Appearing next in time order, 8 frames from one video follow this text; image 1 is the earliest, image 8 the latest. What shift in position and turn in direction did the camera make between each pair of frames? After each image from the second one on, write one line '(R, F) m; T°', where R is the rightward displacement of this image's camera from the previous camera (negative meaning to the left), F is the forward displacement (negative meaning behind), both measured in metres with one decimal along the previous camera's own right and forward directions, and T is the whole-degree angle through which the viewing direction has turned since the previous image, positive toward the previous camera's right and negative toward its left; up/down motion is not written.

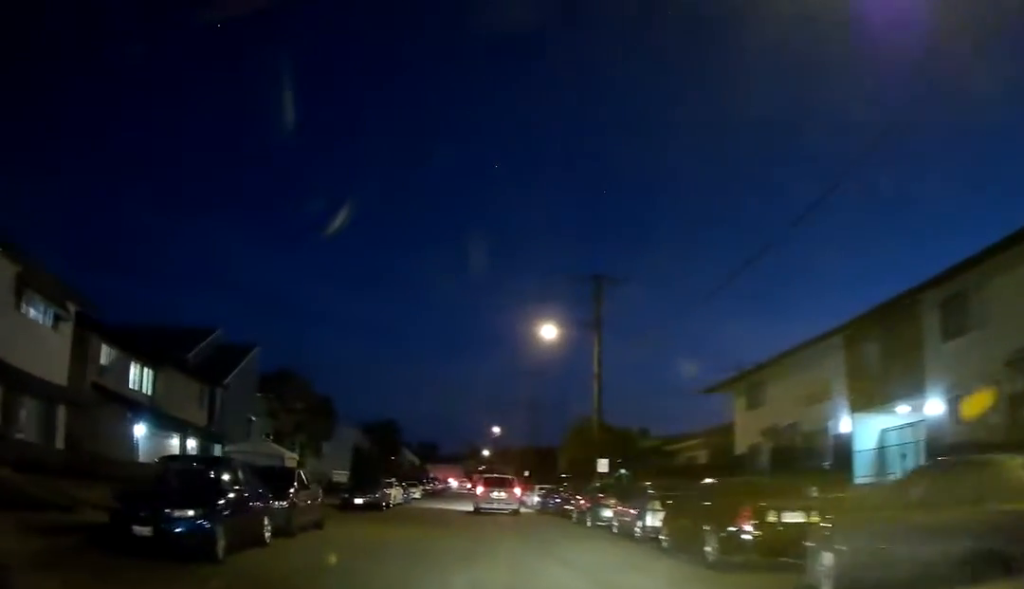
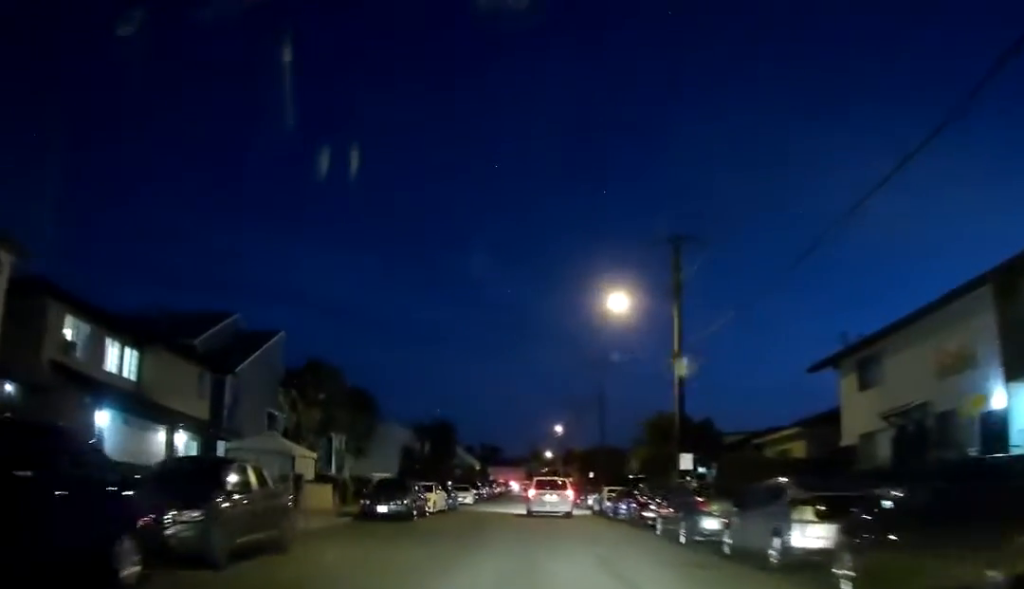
(-0.1, +6.8) m; -5°
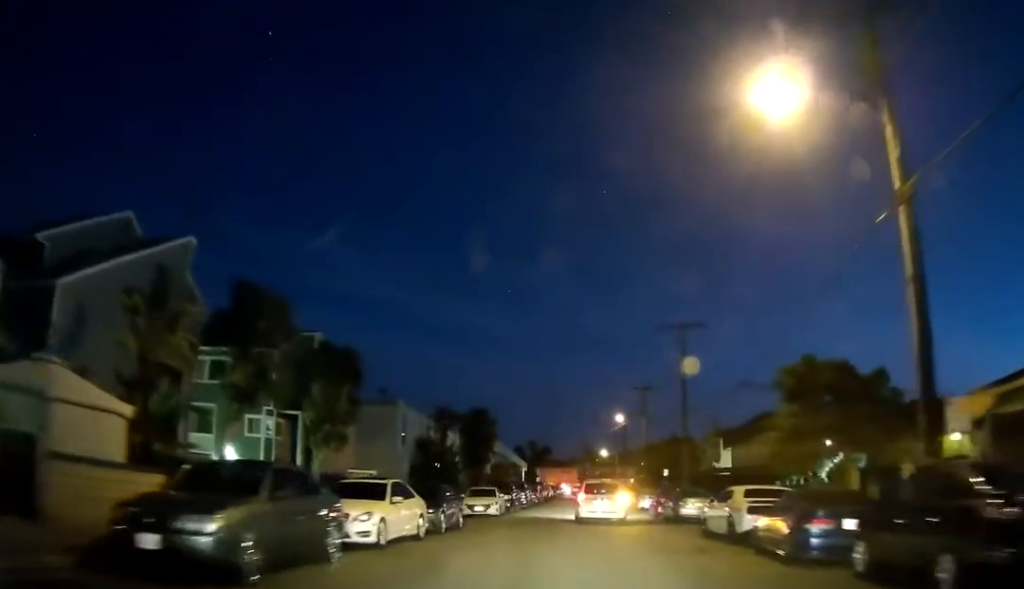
(-1.8, +17.6) m; -11°
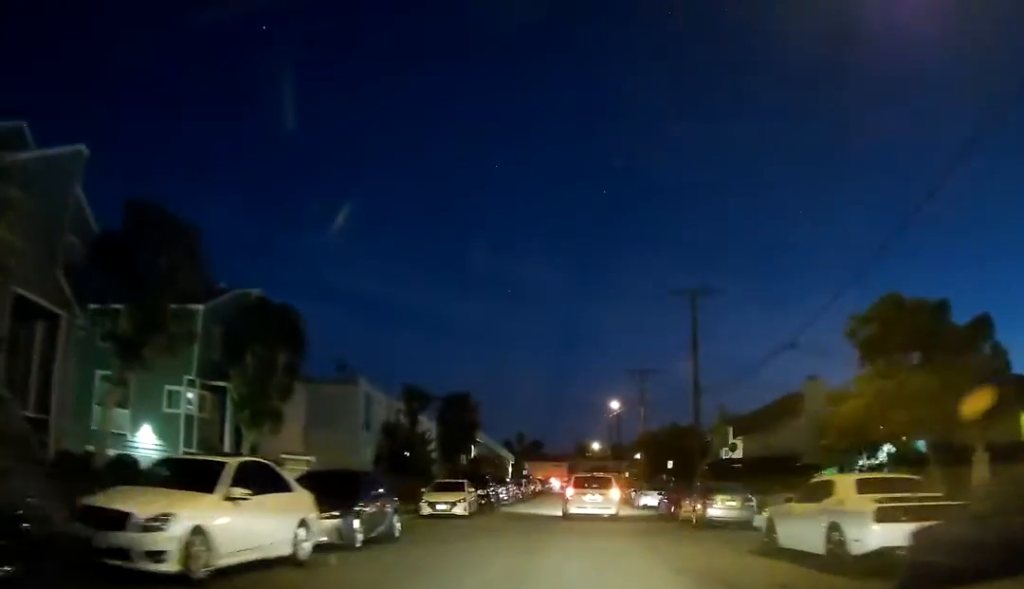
(-0.4, +7.5) m; 0°
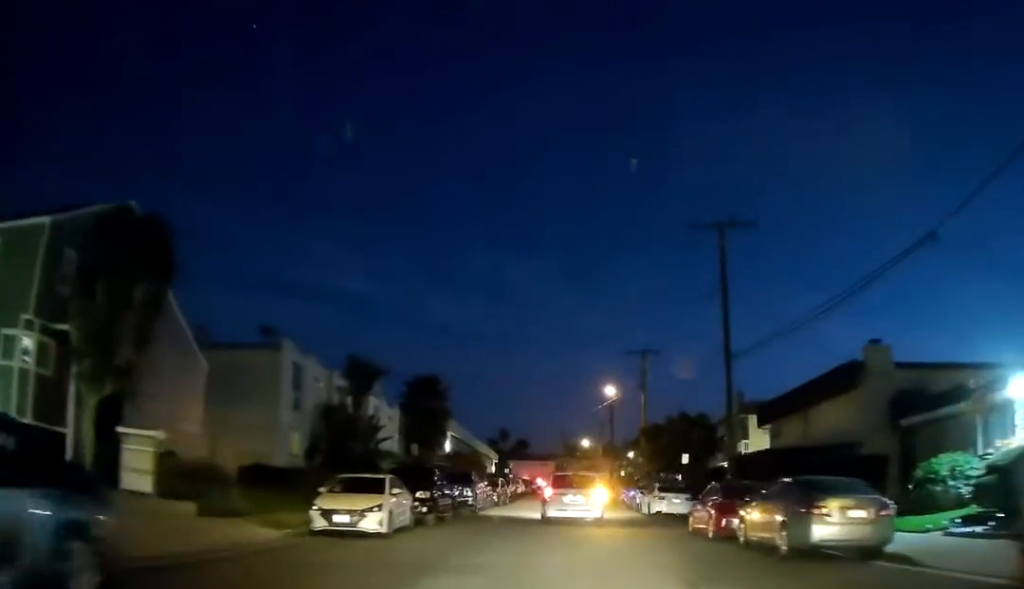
(+0.4, +10.9) m; +8°
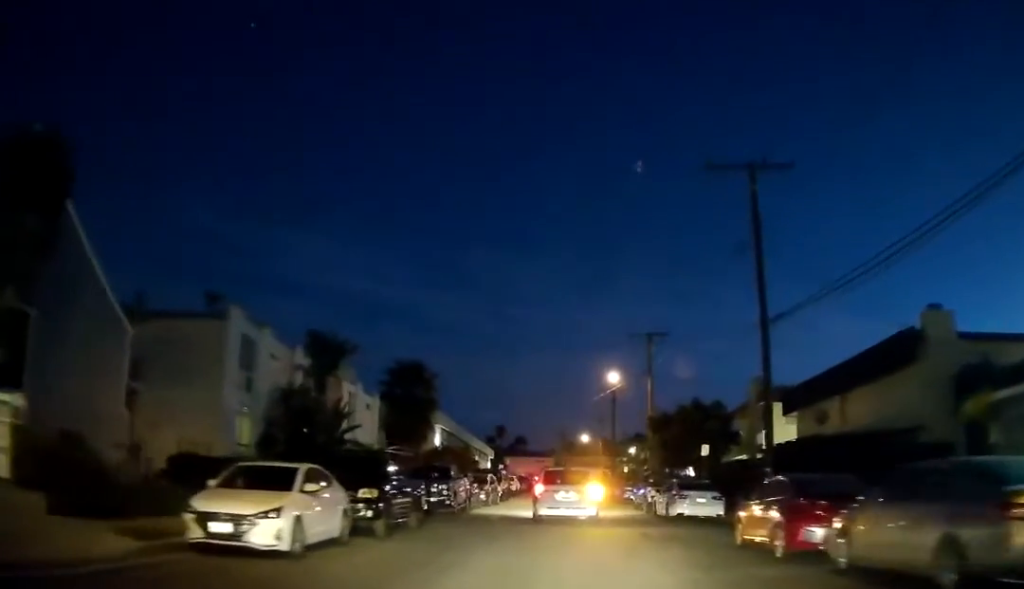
(+0.4, +5.9) m; +2°
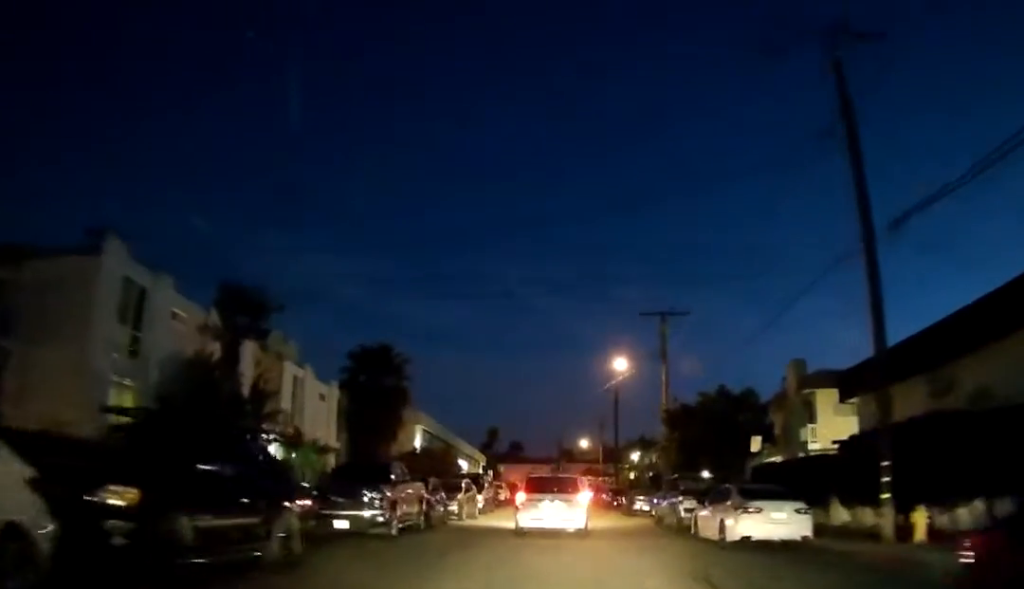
(-0.1, +9.6) m; -3°
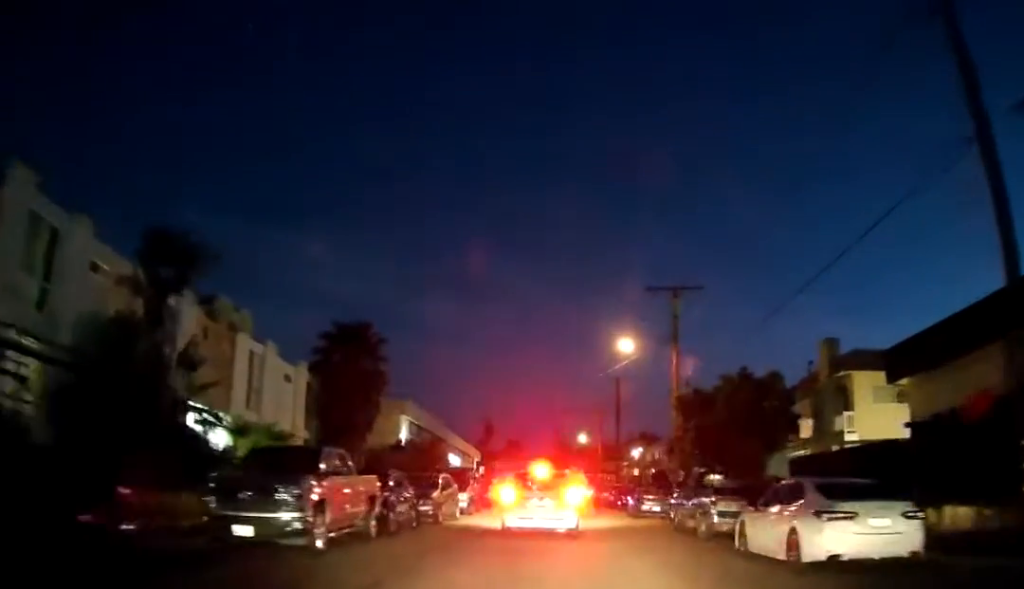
(-0.2, +5.7) m; -2°
